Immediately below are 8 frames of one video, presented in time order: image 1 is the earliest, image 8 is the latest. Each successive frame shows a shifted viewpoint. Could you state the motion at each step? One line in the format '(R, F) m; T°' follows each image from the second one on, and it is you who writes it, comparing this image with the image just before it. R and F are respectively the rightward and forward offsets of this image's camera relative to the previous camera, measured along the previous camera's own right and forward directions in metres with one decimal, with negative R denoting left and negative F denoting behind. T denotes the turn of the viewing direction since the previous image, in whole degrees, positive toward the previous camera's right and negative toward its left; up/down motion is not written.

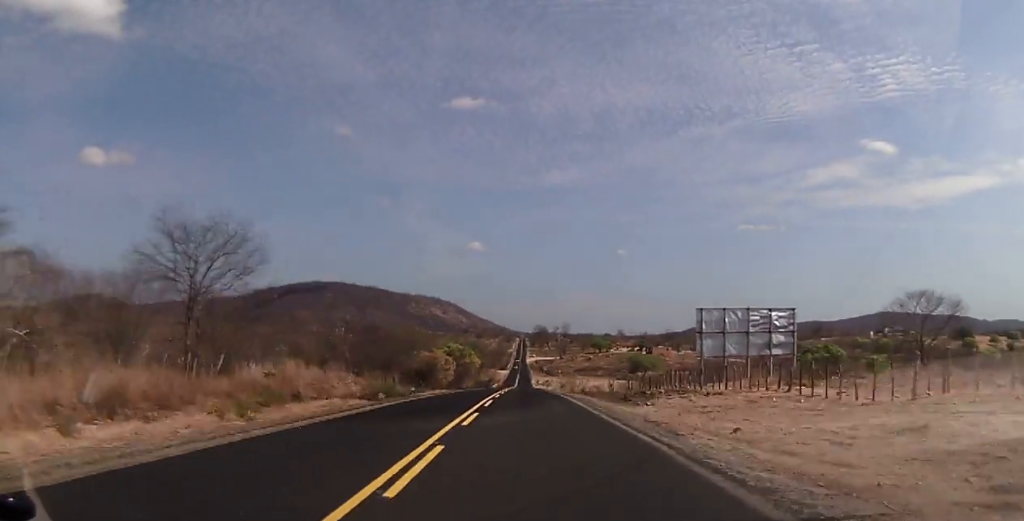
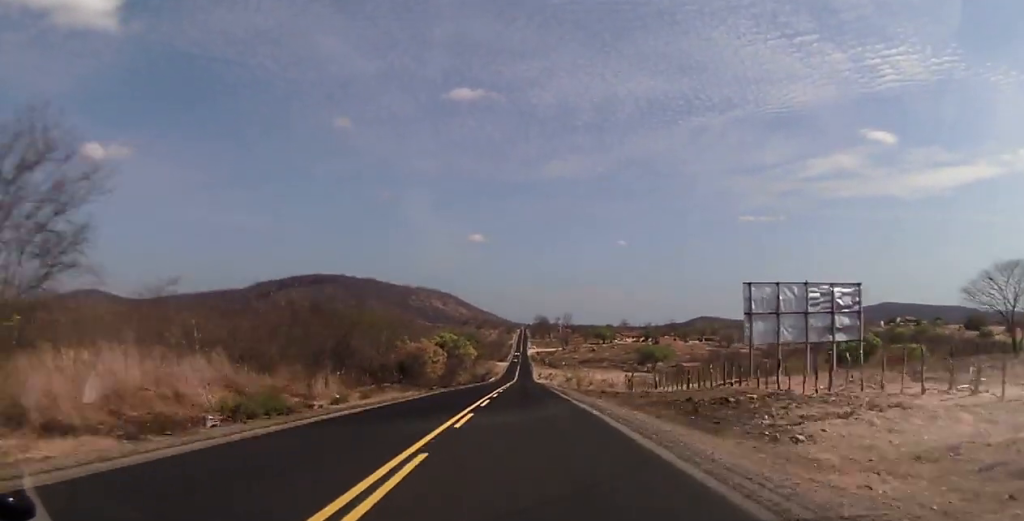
(0.0, +16.4) m; 0°
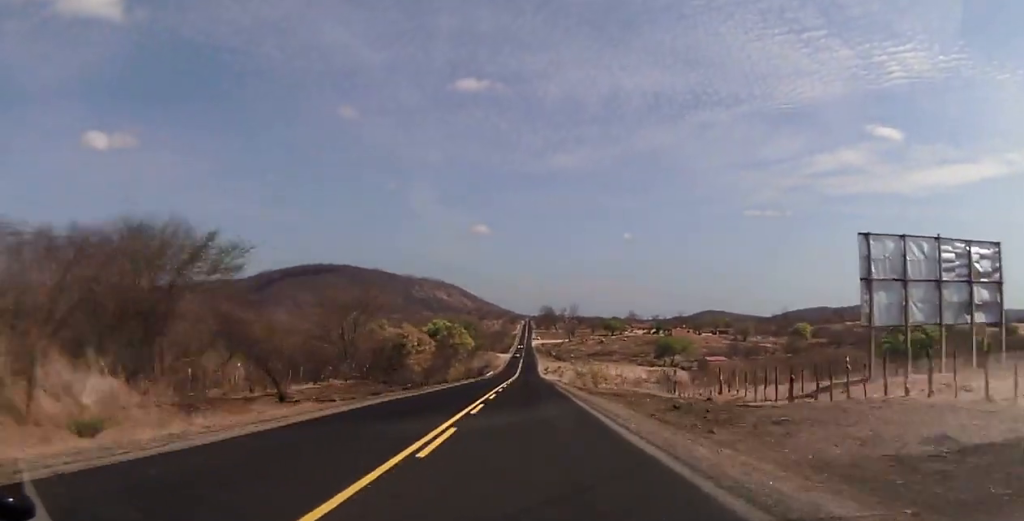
(0.0, +19.6) m; 0°
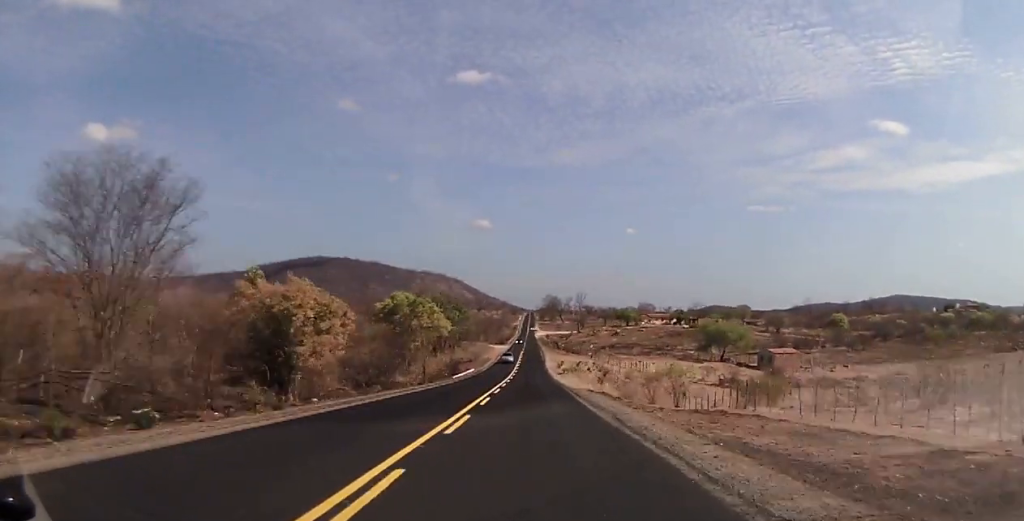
(-0.1, +45.2) m; 0°
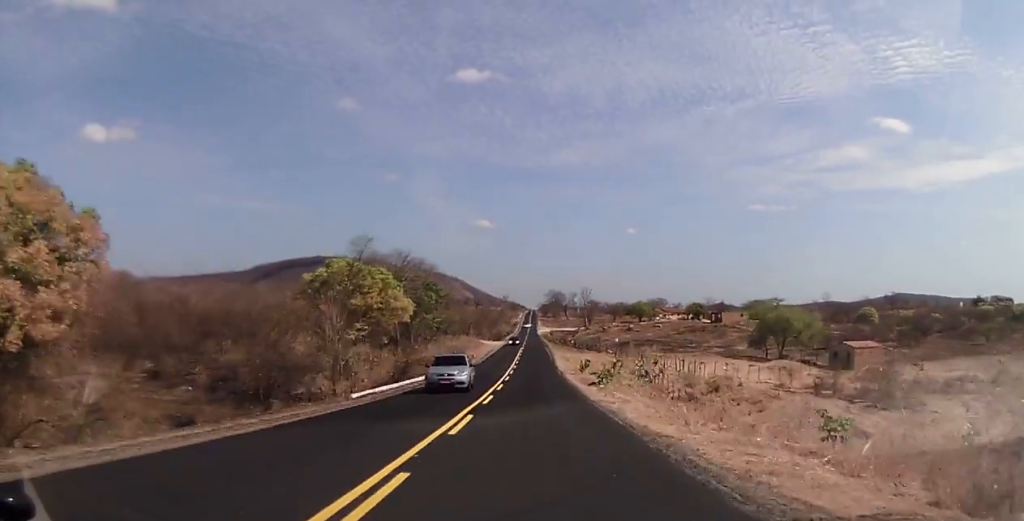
(0.0, +31.8) m; 0°
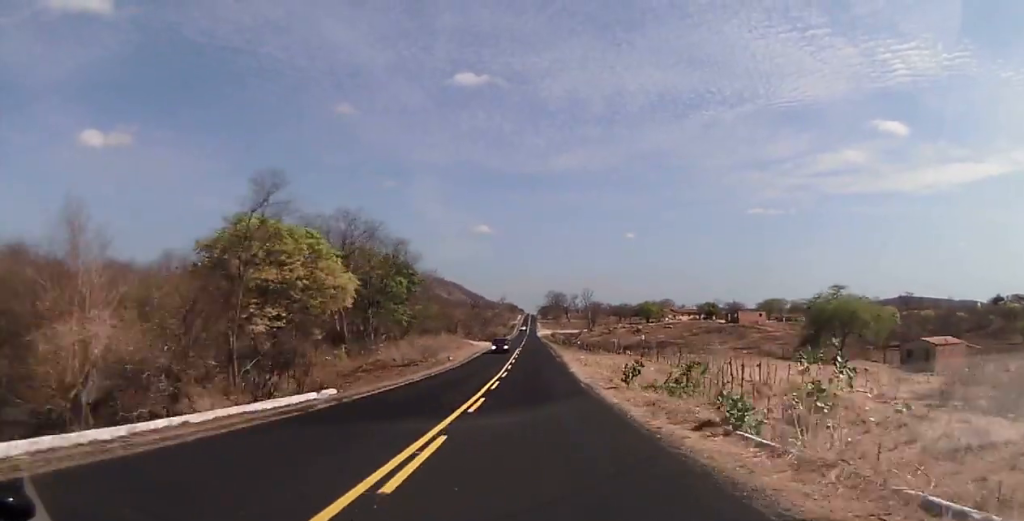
(0.0, +21.1) m; 0°
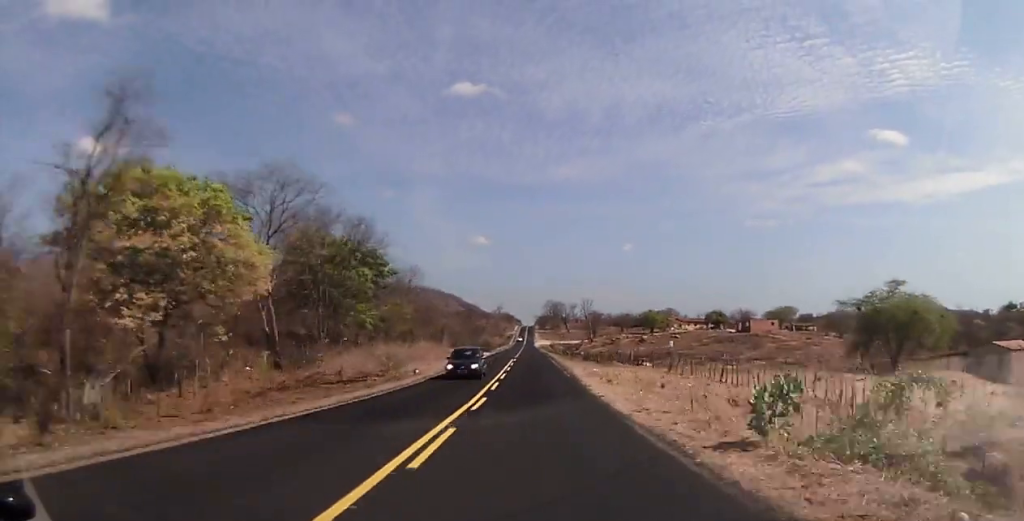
(-0.1, +14.5) m; 0°
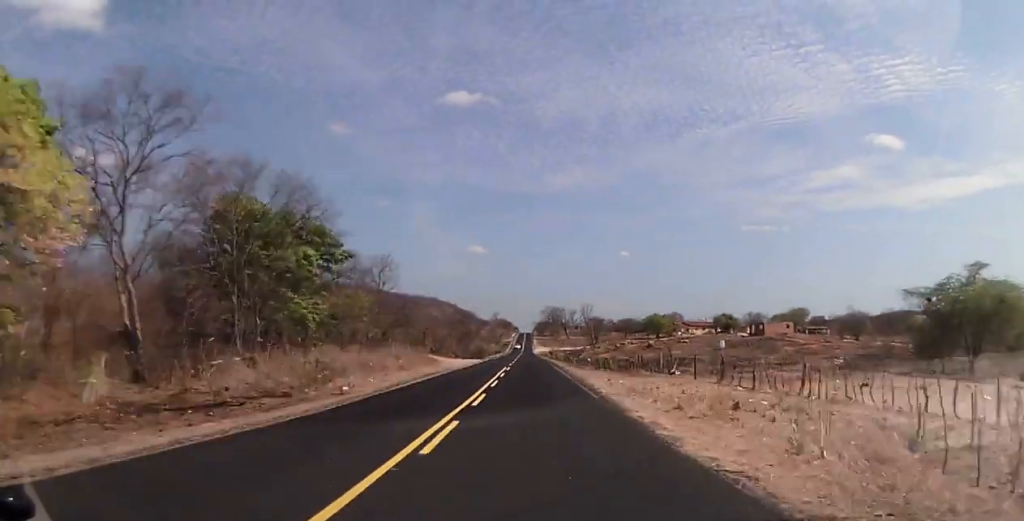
(0.0, +14.6) m; +1°
